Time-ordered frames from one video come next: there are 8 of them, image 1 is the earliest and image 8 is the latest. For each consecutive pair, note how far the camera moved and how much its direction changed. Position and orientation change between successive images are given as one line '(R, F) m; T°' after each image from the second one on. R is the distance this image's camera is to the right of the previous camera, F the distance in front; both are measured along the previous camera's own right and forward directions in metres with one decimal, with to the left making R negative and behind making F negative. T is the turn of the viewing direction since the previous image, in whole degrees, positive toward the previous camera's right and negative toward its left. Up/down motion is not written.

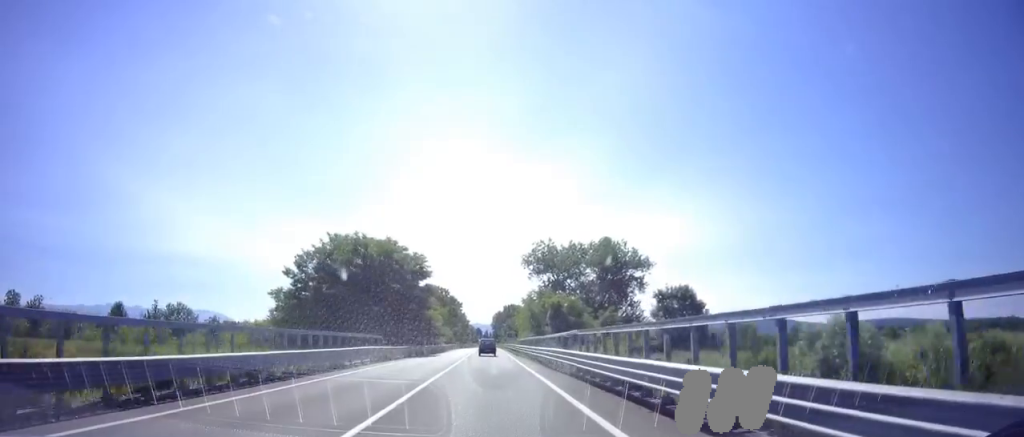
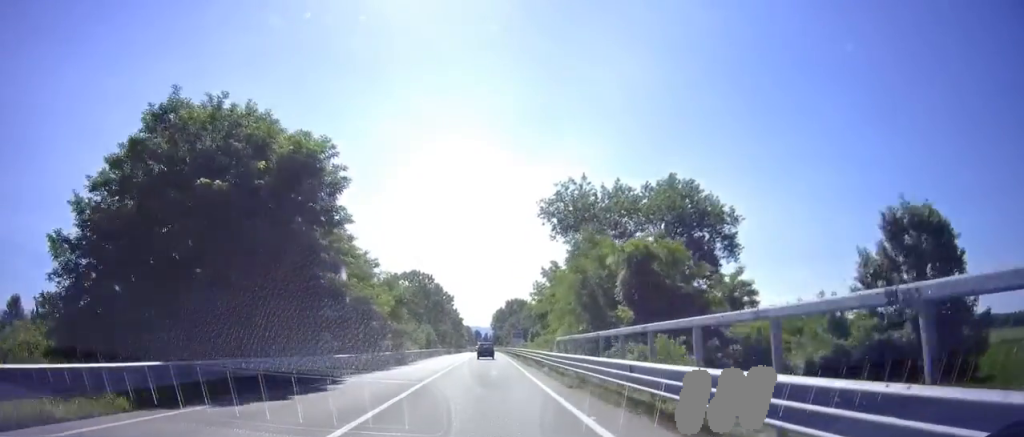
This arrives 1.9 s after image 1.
(-0.4, +32.5) m; -1°
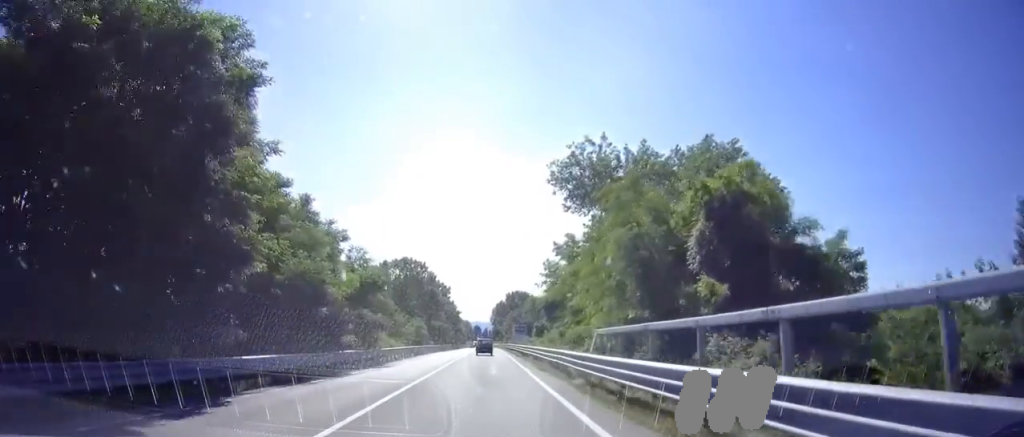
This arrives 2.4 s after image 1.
(0.0, +8.6) m; 0°
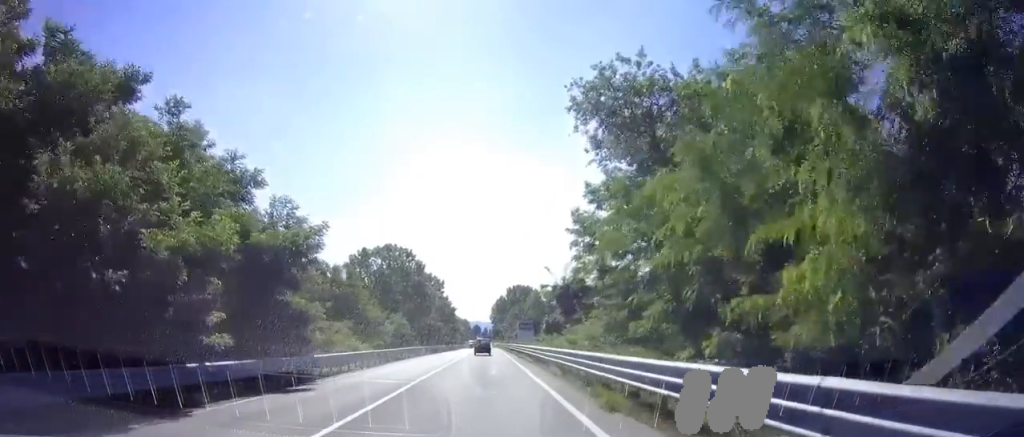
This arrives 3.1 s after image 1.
(+0.1, +12.6) m; +1°
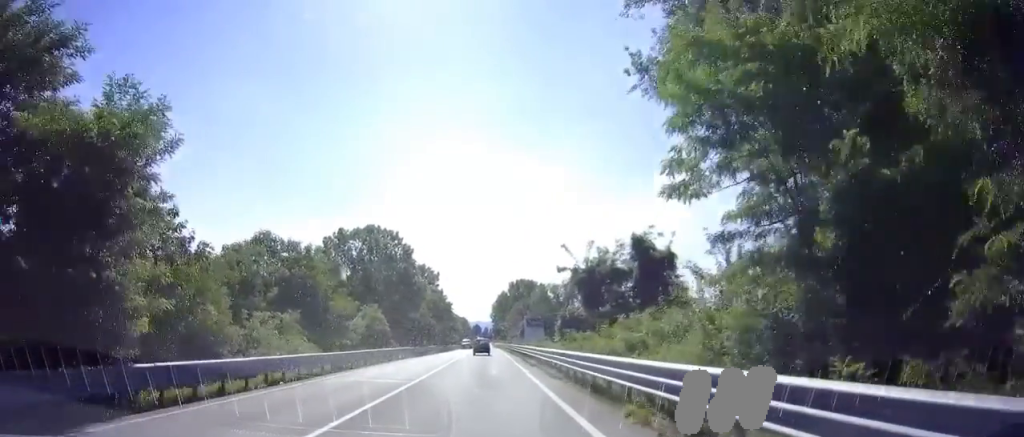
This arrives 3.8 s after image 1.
(+0.1, +11.5) m; 0°
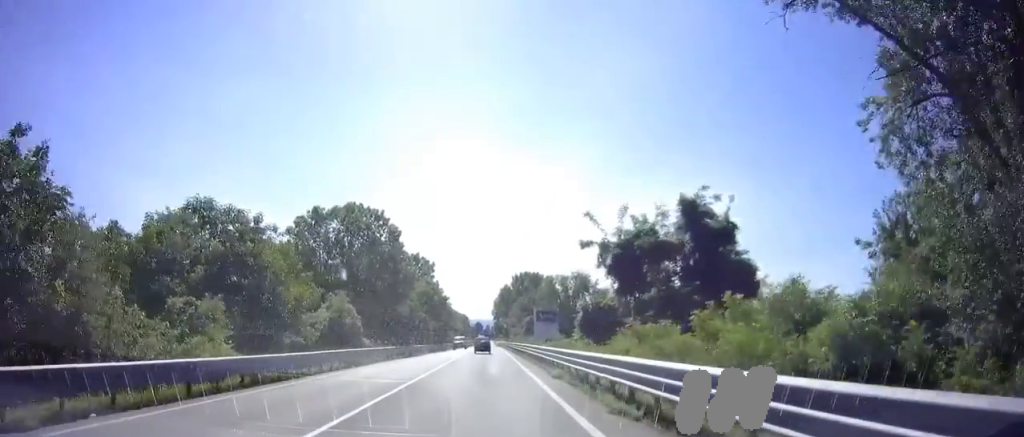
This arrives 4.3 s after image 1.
(+0.2, +9.1) m; 0°
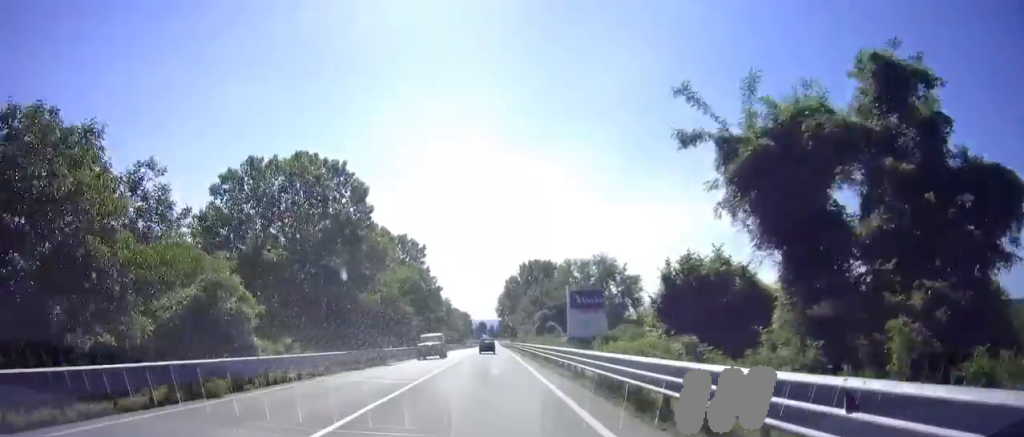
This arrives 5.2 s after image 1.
(-0.4, +15.4) m; -1°
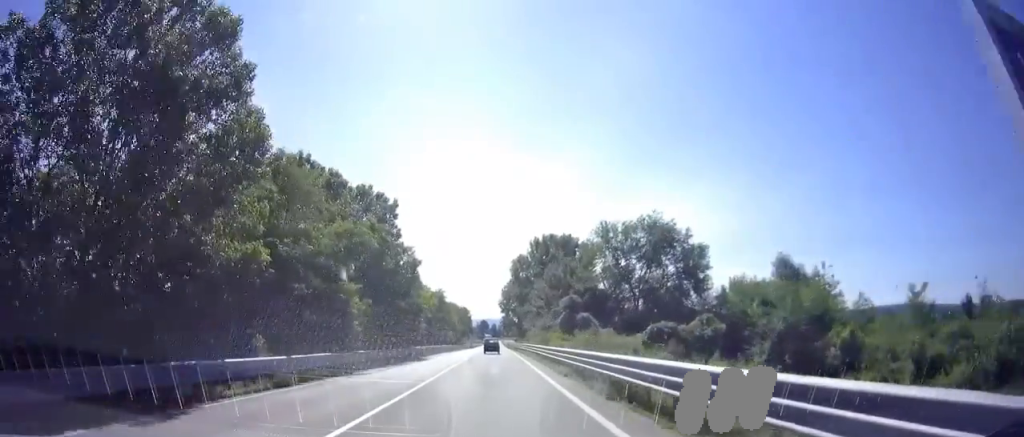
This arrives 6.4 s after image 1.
(0.0, +20.7) m; 0°
